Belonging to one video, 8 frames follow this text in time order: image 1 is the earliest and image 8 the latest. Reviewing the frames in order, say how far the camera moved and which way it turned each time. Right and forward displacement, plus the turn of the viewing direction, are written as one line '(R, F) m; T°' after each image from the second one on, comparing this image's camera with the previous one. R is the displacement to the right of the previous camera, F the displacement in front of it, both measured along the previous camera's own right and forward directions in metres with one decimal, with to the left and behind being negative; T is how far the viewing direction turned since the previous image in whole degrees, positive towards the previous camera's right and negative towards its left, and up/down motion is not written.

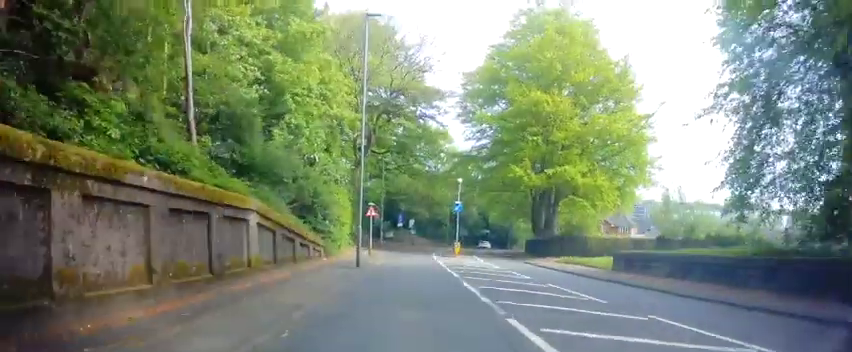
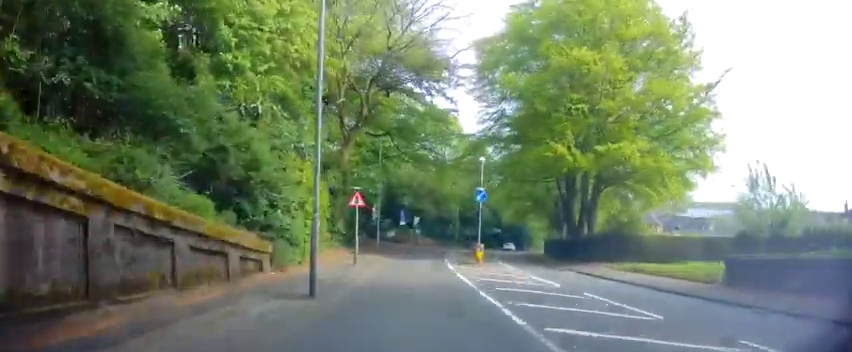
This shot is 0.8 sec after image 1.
(-0.1, +9.4) m; +1°
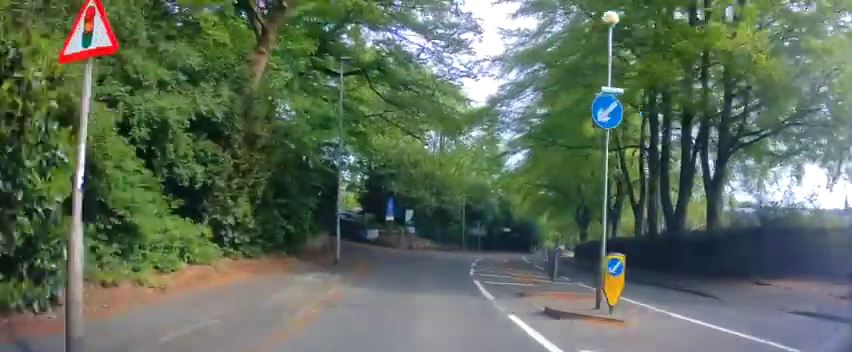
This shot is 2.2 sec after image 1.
(+0.4, +16.3) m; +4°
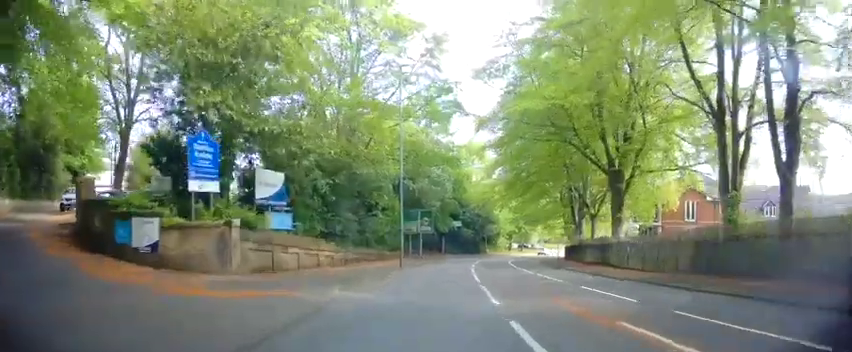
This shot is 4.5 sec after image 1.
(+0.8, +25.1) m; +2°
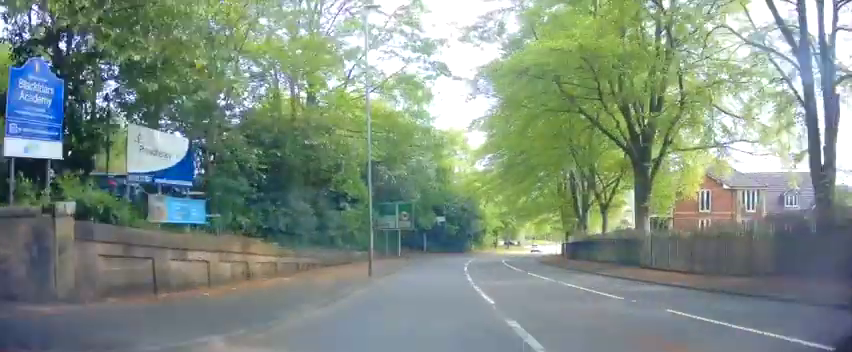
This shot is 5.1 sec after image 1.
(0.0, +6.3) m; -1°
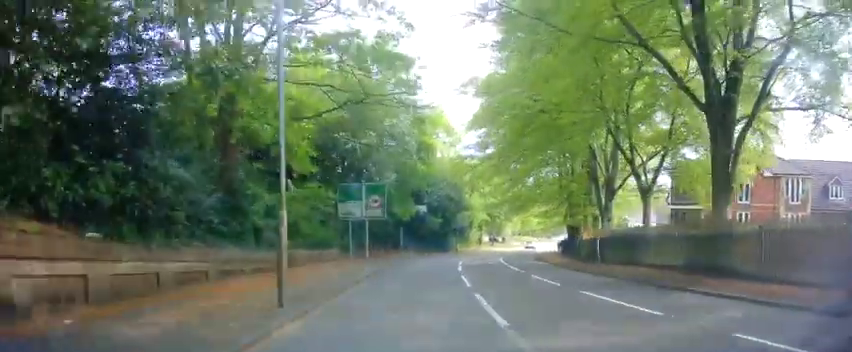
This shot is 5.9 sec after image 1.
(-0.1, +8.9) m; +2°
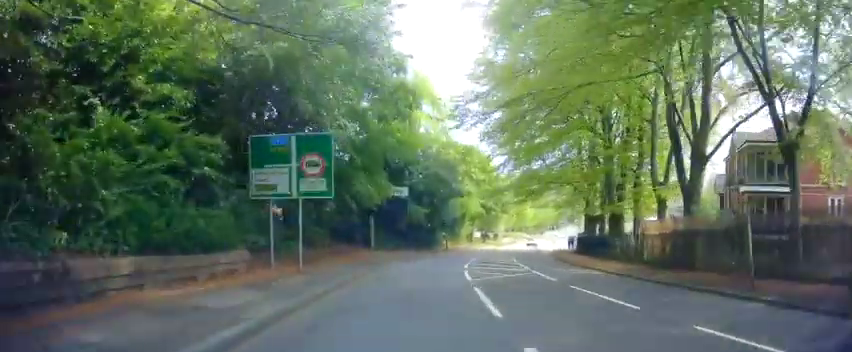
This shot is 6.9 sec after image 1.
(+0.5, +11.9) m; +5°
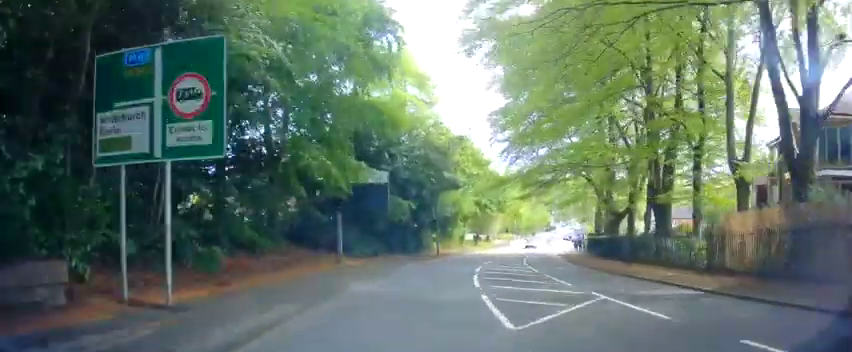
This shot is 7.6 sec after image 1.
(+0.3, +7.6) m; +3°
